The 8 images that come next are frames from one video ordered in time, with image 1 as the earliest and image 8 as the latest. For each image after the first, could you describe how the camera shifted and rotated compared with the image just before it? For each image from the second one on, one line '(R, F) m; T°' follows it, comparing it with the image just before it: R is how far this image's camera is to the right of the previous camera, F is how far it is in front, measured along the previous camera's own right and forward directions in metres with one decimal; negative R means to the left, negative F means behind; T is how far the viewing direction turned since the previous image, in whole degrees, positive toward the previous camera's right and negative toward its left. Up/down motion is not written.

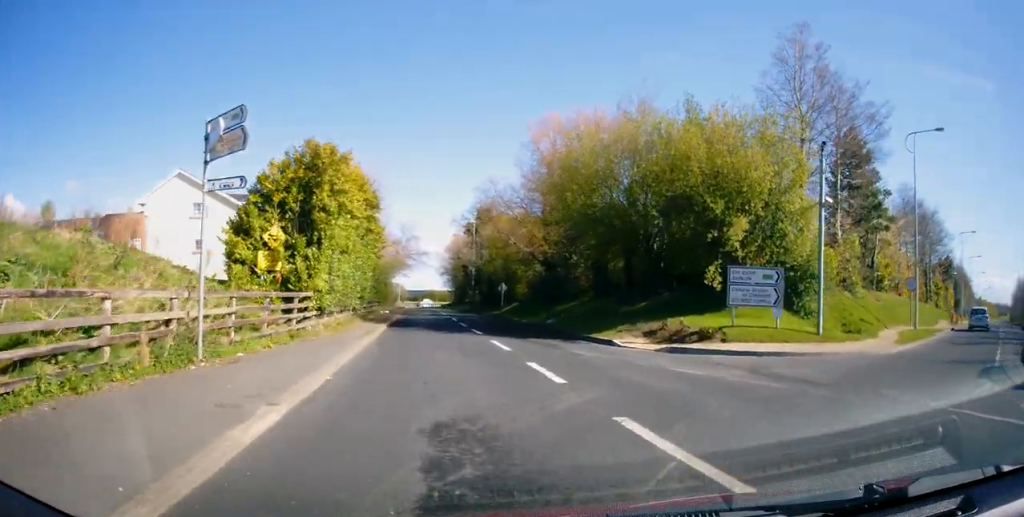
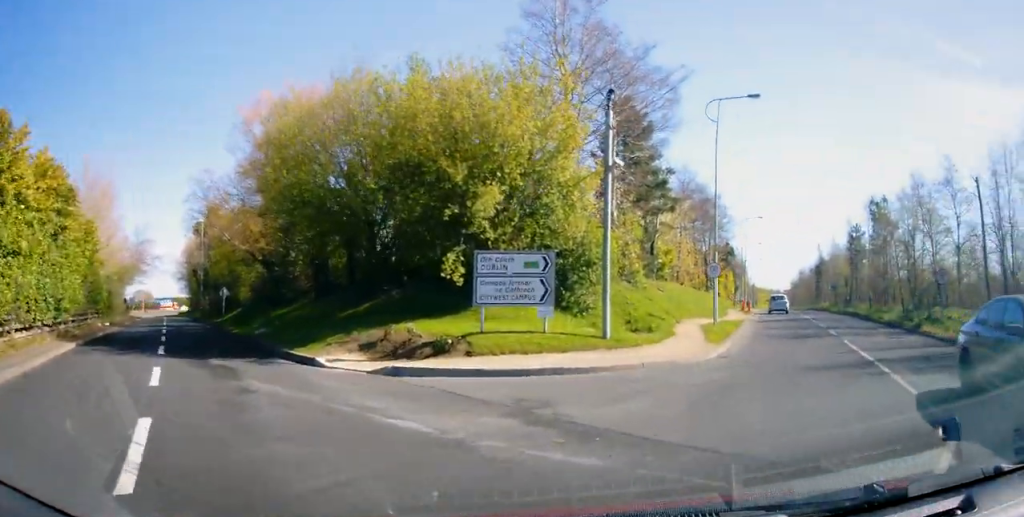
(+0.8, +5.6) m; +22°
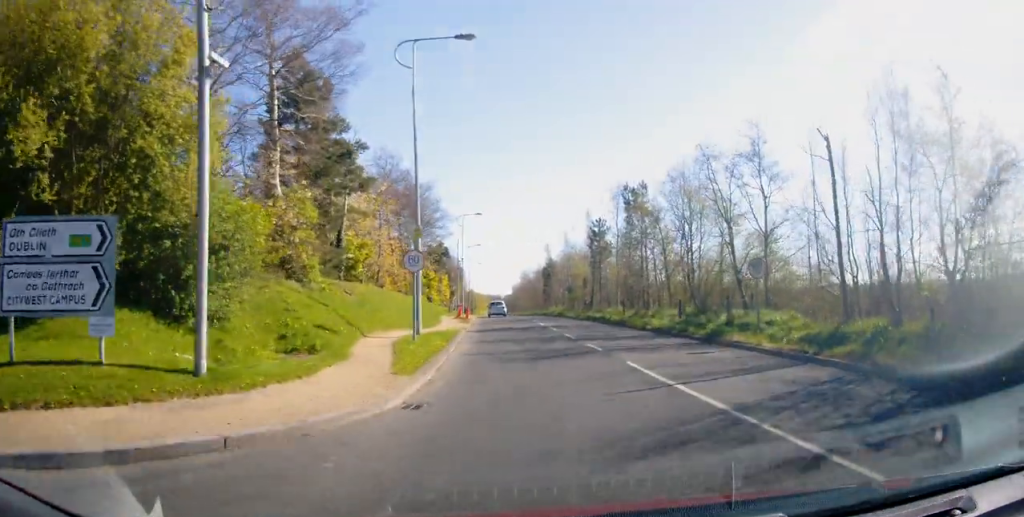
(+1.9, +6.8) m; +20°
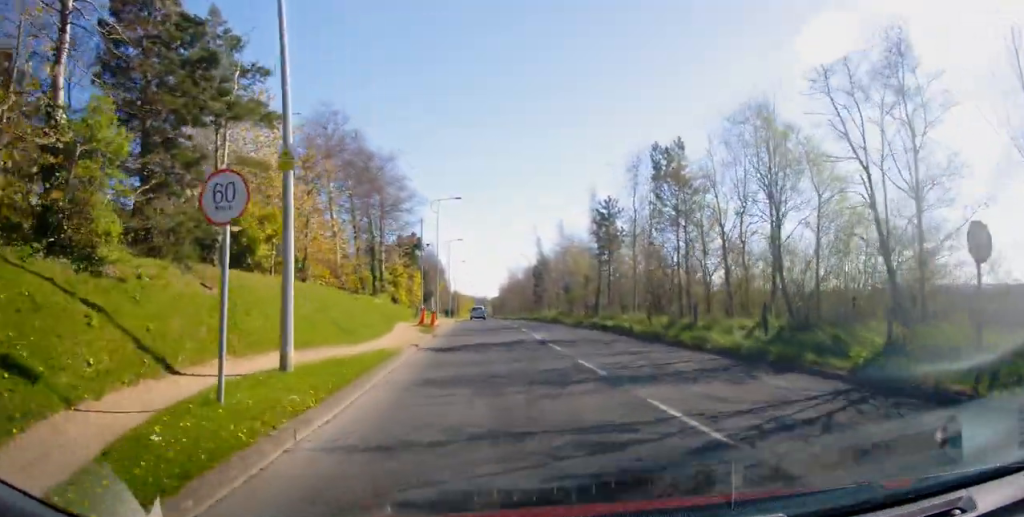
(+0.6, +9.2) m; +4°
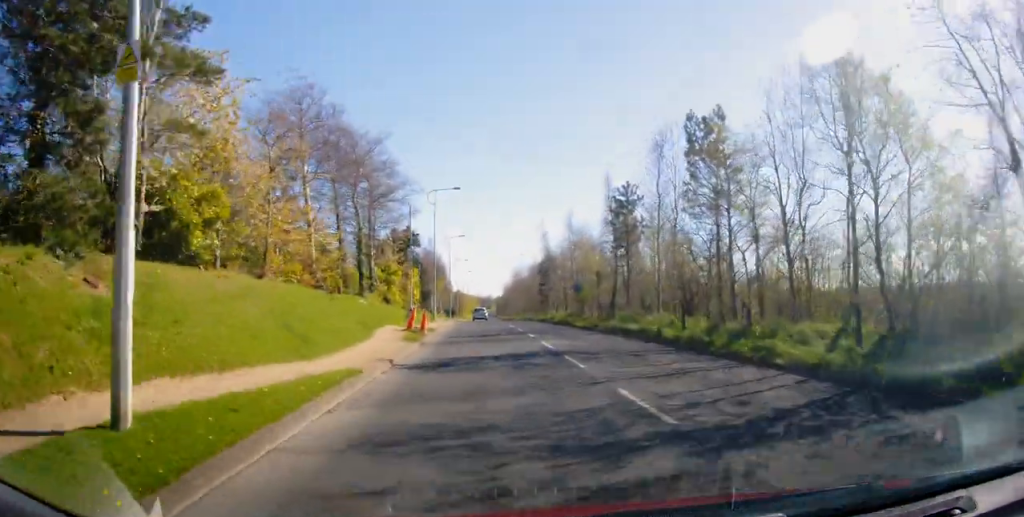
(0.0, +3.8) m; -1°
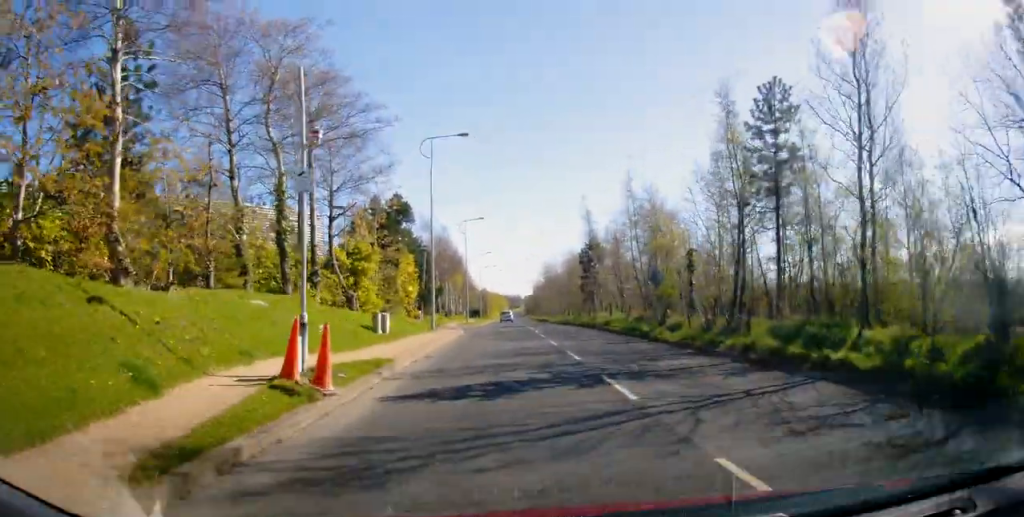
(-0.5, +13.7) m; -3°
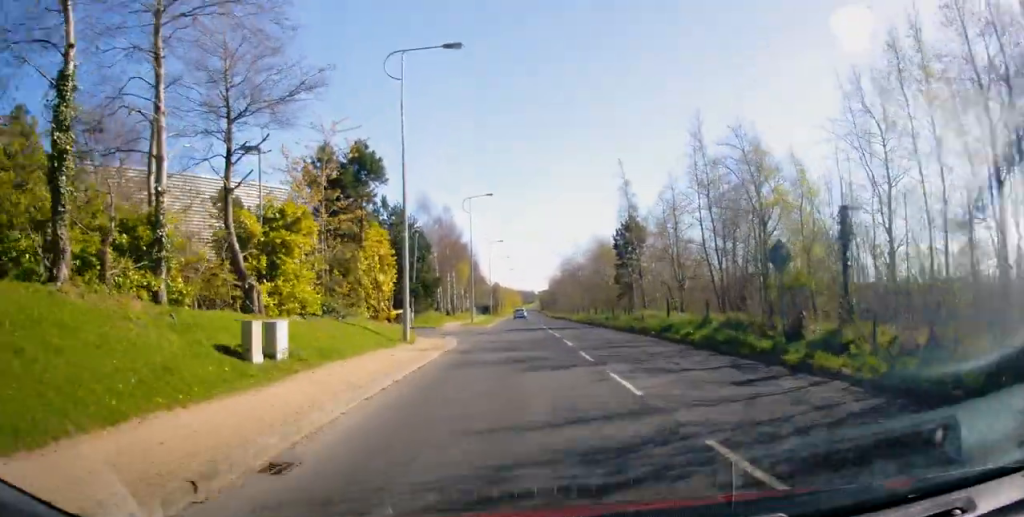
(0.0, +10.6) m; 0°
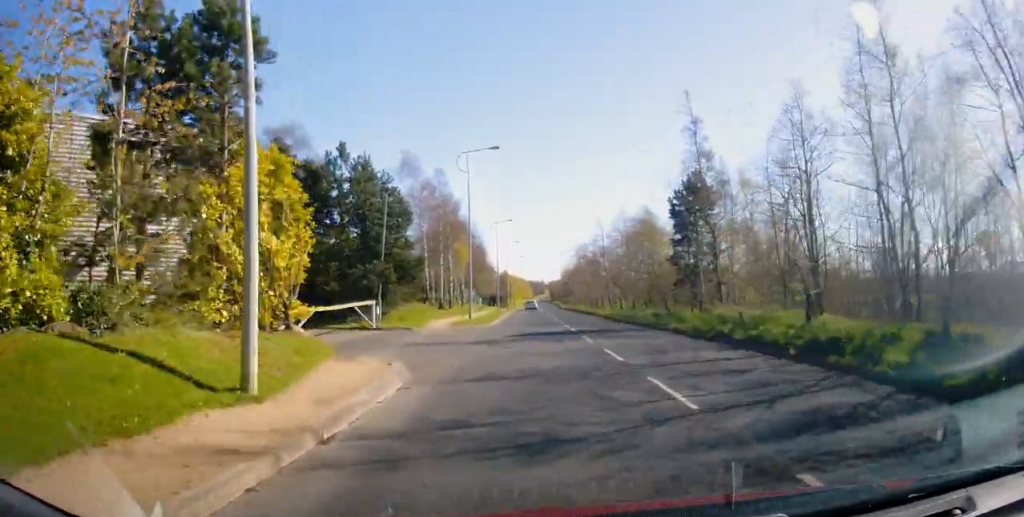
(+0.1, +11.8) m; -1°
